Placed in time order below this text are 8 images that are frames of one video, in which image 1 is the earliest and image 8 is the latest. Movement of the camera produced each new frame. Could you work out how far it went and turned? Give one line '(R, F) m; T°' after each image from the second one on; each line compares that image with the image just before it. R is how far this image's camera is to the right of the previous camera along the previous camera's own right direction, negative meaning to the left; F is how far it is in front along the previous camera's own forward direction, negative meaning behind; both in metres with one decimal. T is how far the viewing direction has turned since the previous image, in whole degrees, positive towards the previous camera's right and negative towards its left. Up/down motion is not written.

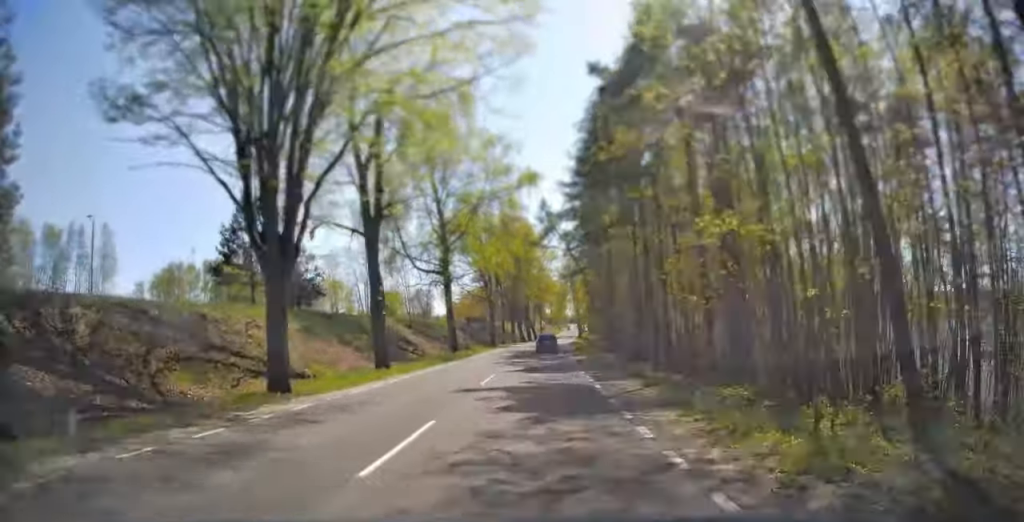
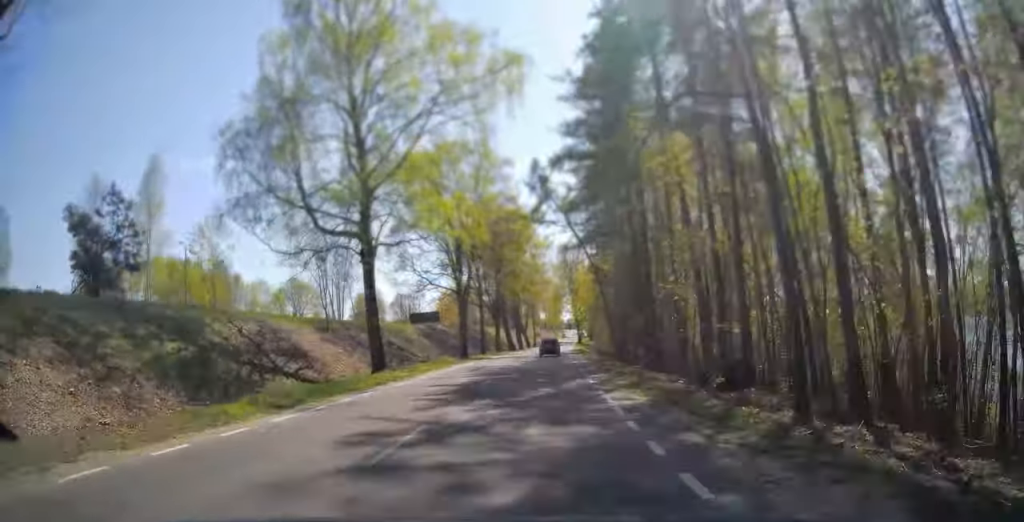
(+0.2, +22.4) m; +1°
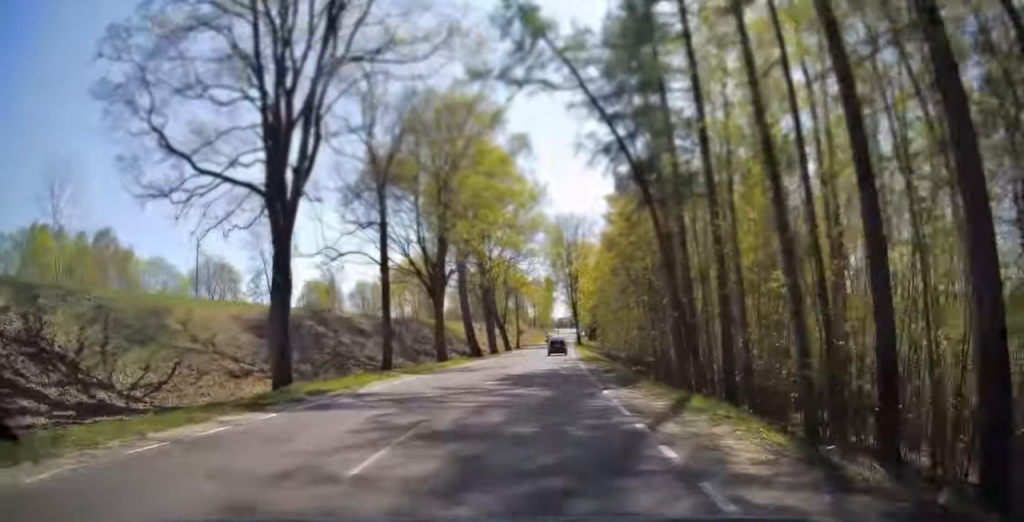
(+0.4, +35.5) m; +2°
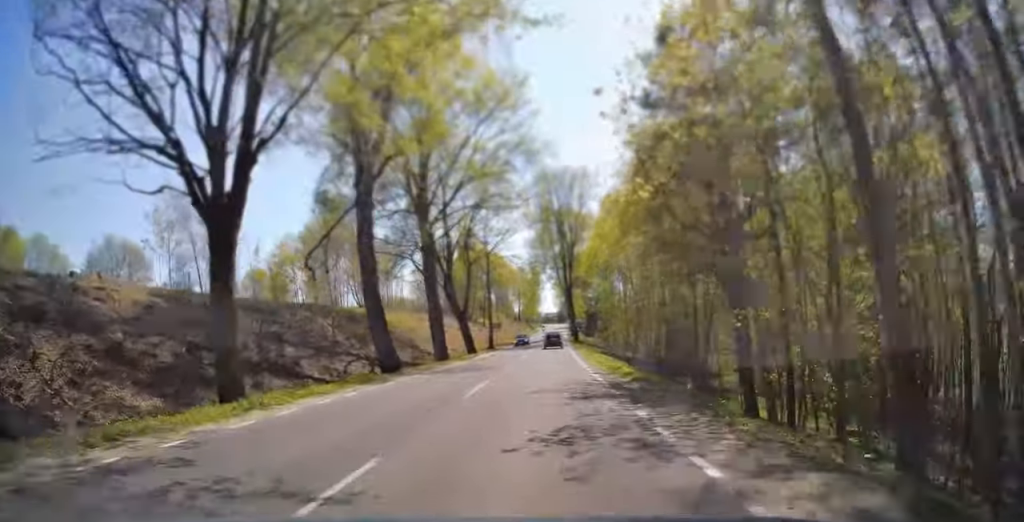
(+0.3, +25.7) m; +1°
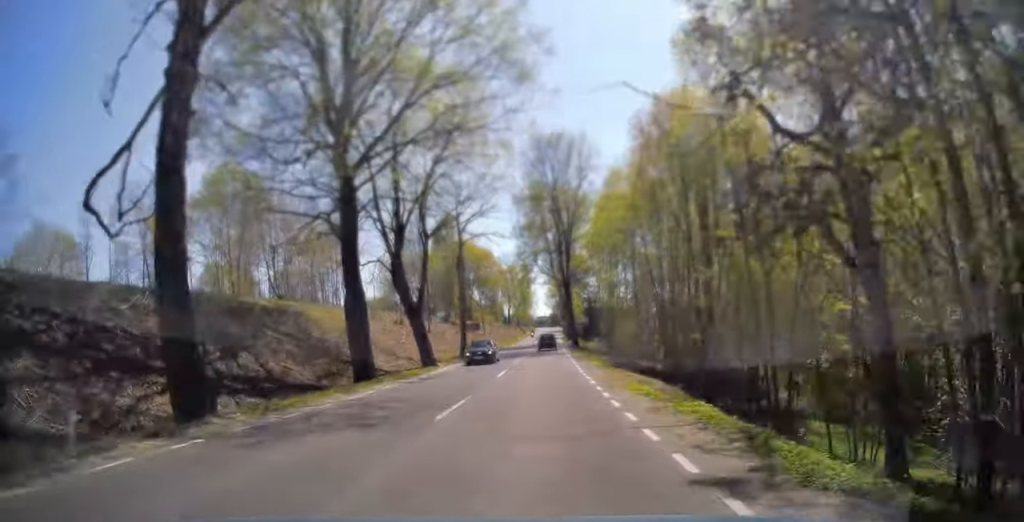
(+0.1, +14.7) m; 0°
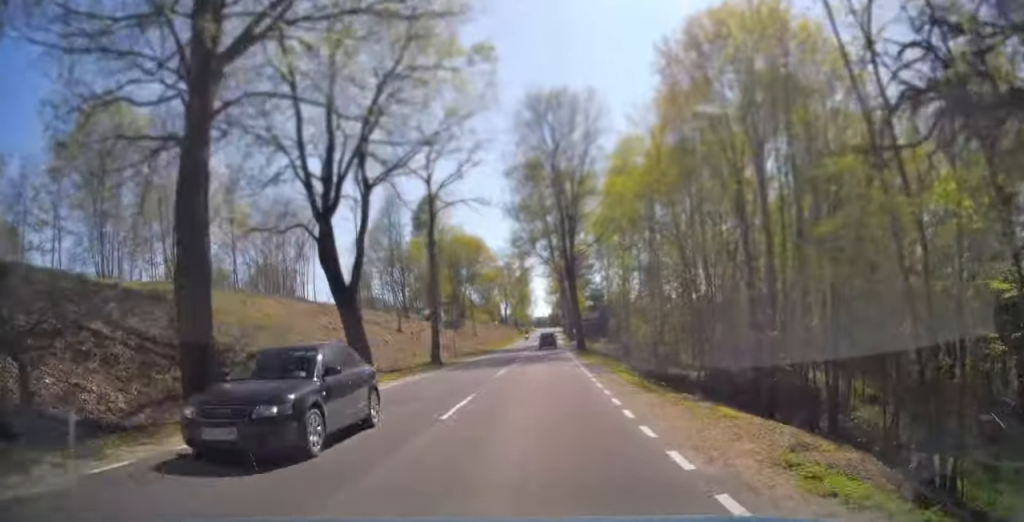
(0.0, +11.2) m; 0°
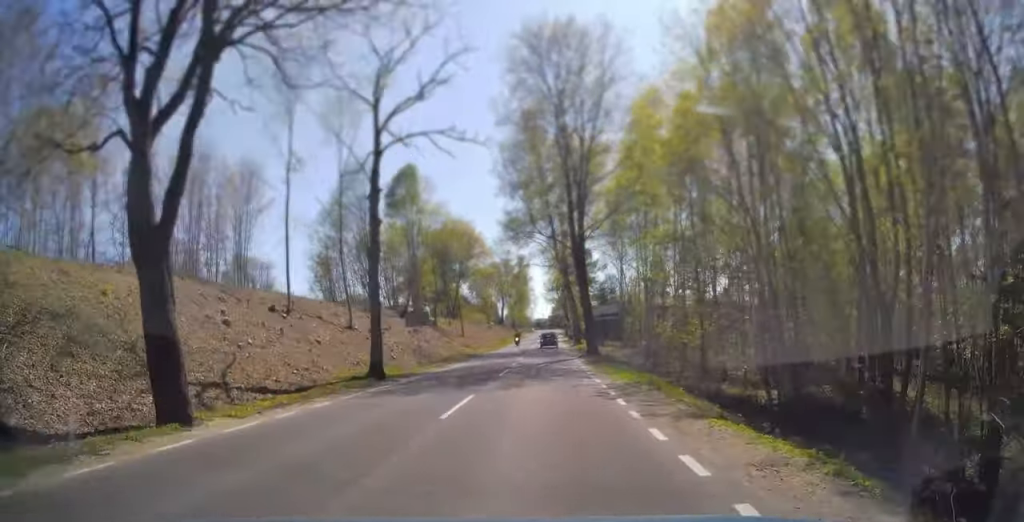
(0.0, +11.5) m; 0°
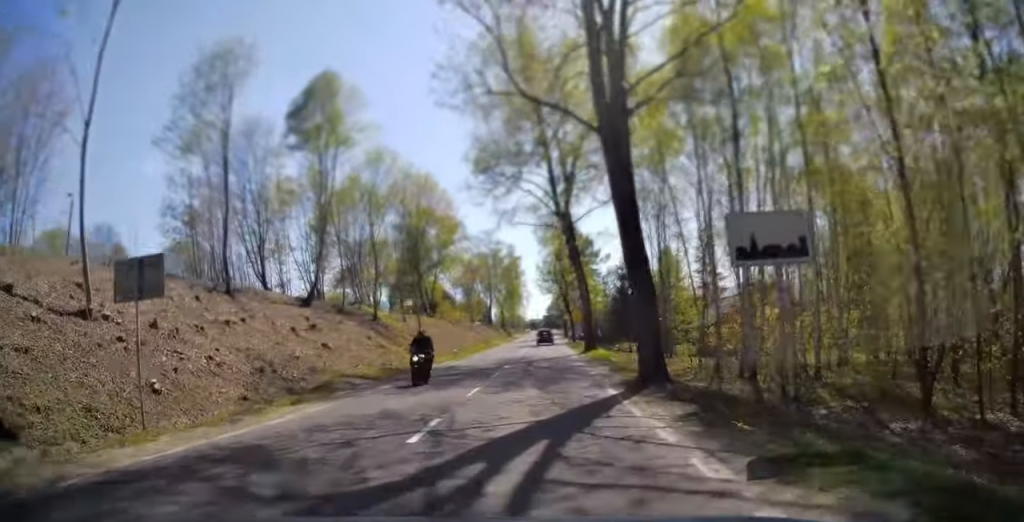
(0.0, +21.1) m; 0°
